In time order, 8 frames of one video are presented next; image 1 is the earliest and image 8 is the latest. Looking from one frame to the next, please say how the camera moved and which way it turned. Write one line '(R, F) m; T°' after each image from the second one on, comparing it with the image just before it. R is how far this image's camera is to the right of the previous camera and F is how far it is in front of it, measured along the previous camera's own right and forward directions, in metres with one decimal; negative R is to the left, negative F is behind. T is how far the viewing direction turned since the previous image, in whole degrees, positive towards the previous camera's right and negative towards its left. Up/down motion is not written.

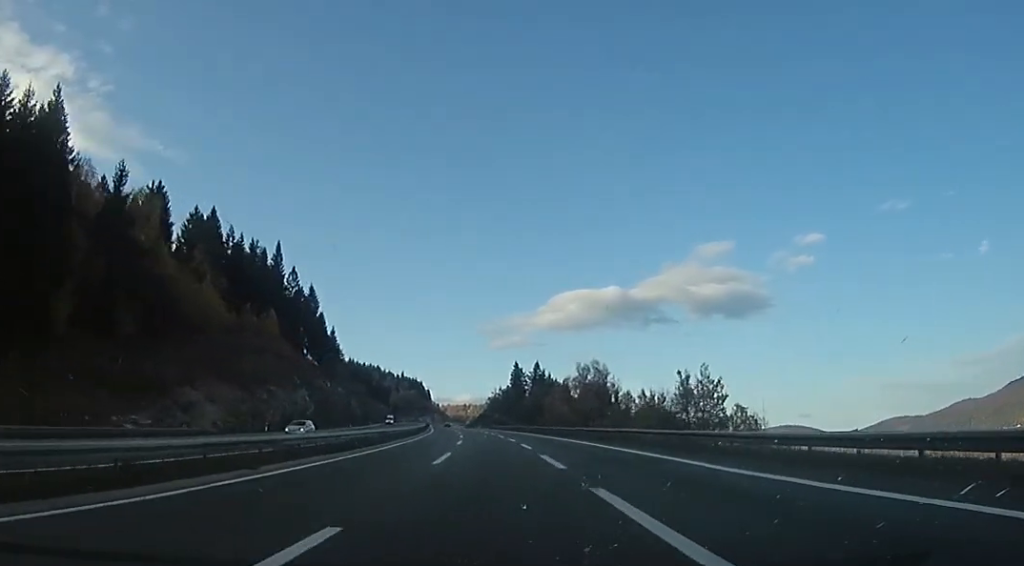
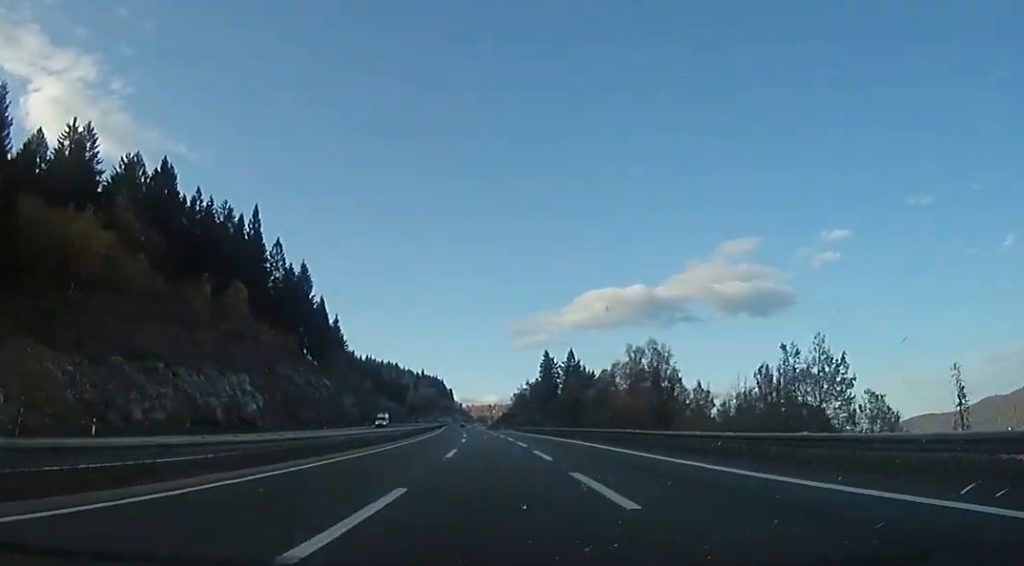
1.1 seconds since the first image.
(-0.9, +31.5) m; -2°
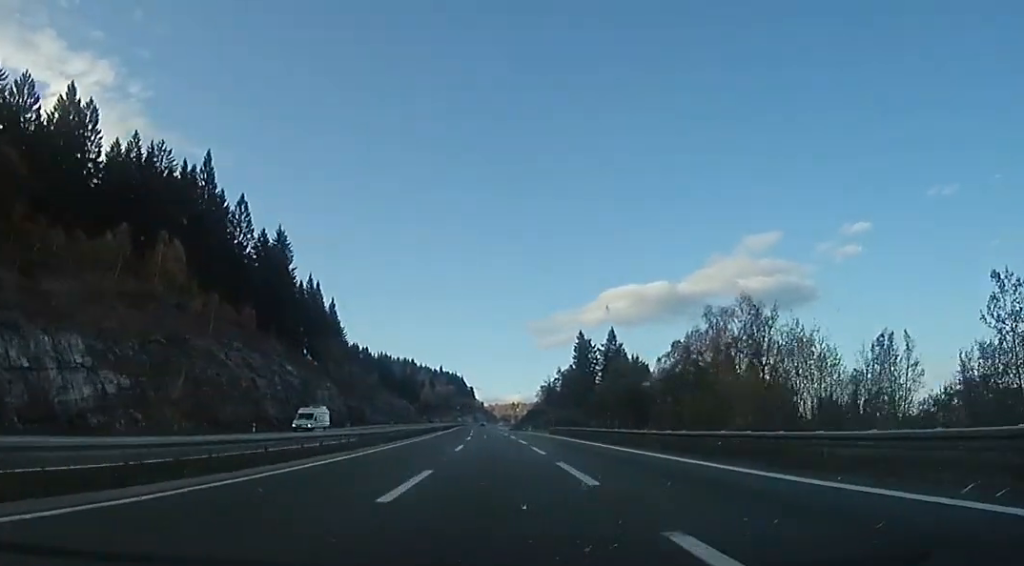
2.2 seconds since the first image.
(-0.7, +32.4) m; -3°
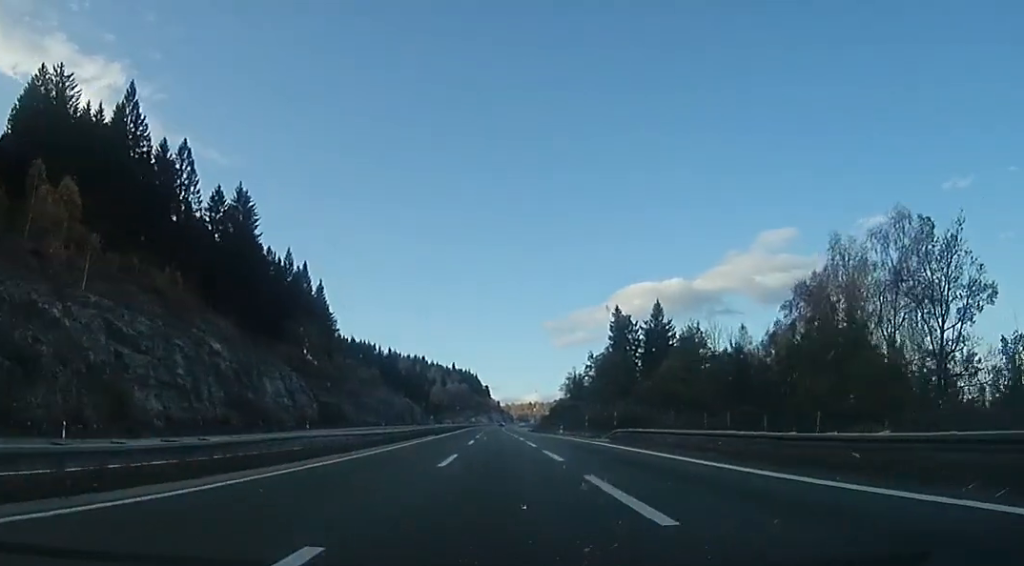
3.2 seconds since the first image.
(-0.7, +28.1) m; -1°
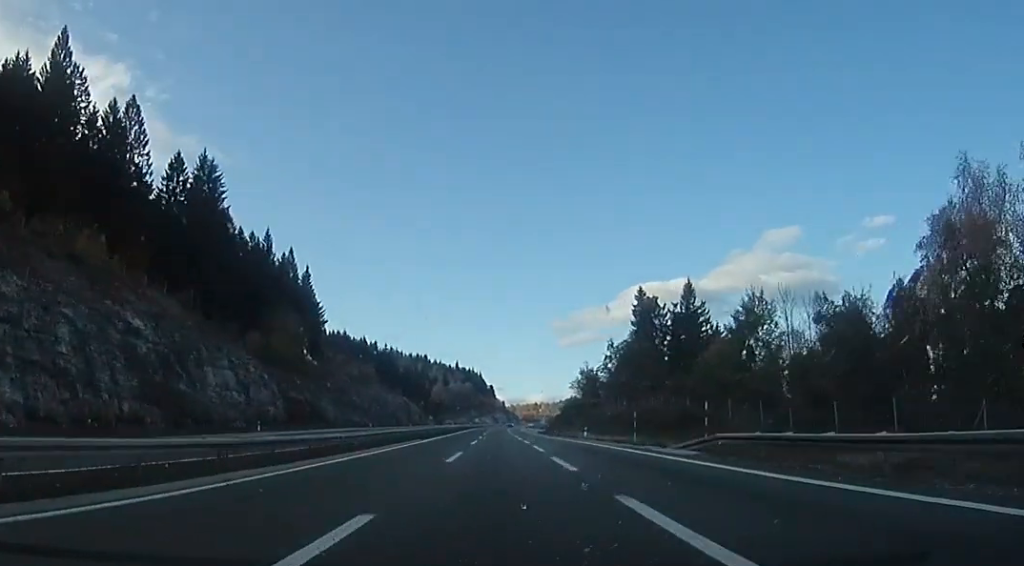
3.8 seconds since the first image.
(0.0, +15.7) m; 0°
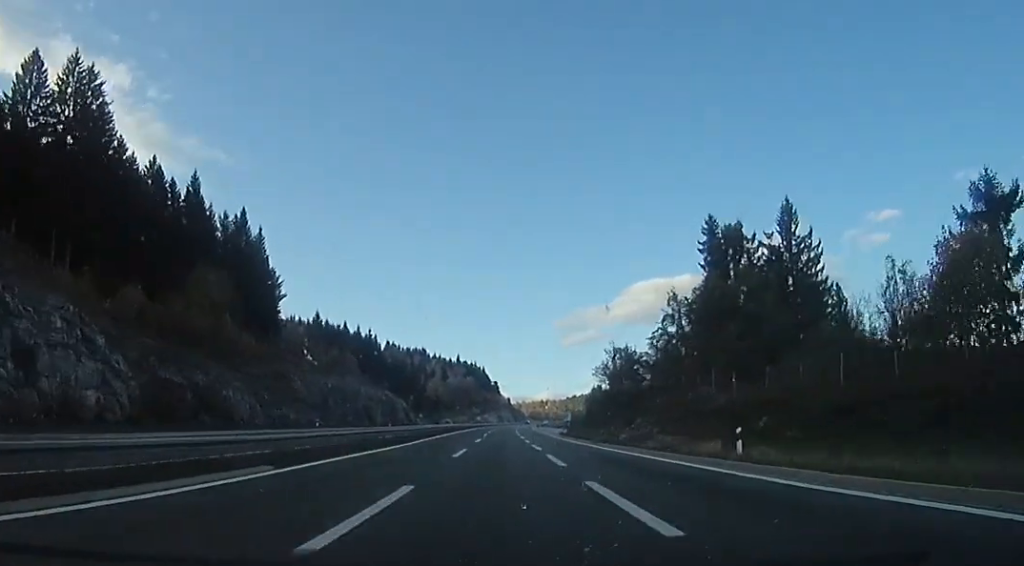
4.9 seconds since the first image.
(0.0, +32.3) m; 0°
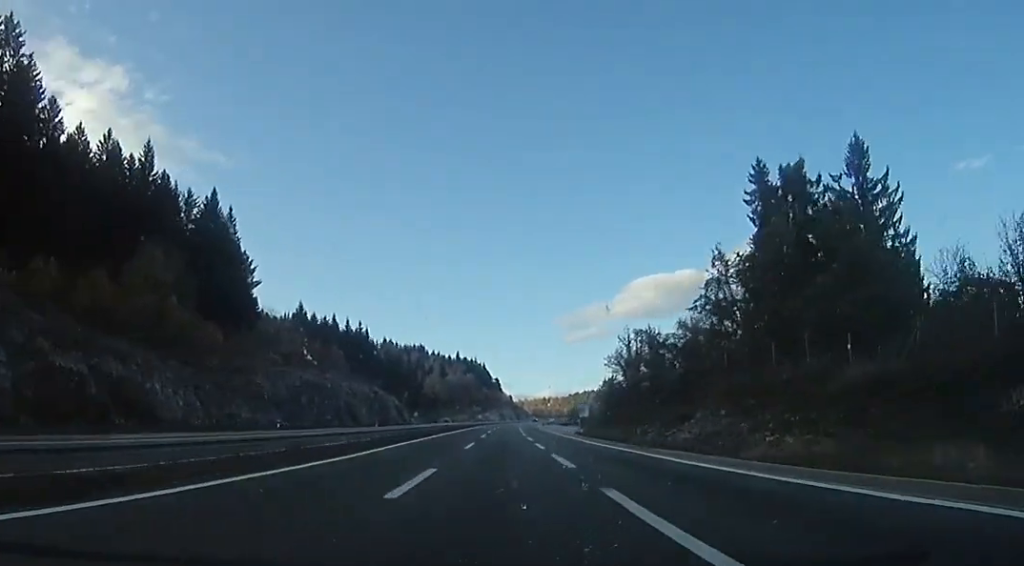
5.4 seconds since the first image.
(+0.1, +13.3) m; -1°
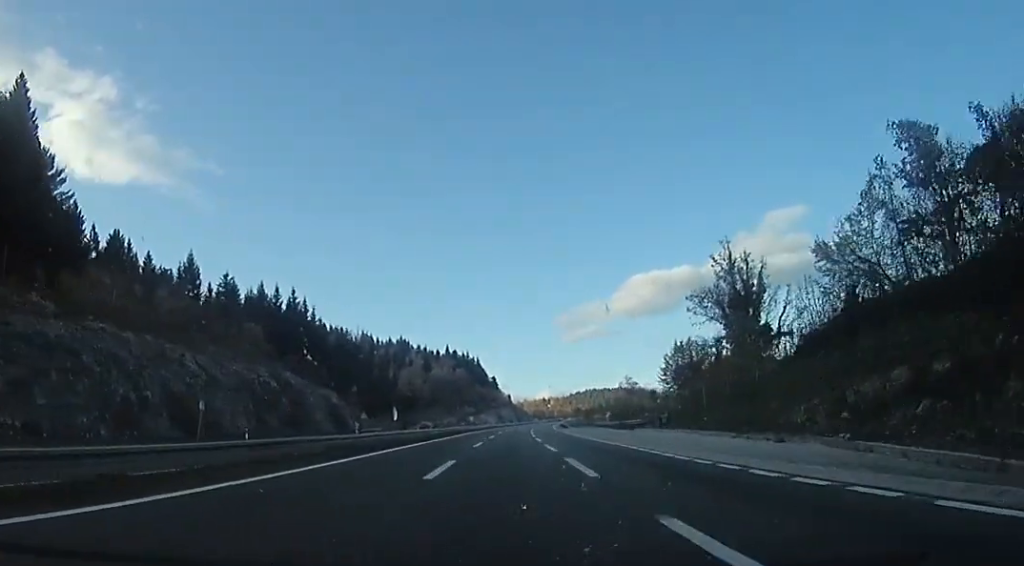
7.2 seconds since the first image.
(-0.9, +51.3) m; 0°
